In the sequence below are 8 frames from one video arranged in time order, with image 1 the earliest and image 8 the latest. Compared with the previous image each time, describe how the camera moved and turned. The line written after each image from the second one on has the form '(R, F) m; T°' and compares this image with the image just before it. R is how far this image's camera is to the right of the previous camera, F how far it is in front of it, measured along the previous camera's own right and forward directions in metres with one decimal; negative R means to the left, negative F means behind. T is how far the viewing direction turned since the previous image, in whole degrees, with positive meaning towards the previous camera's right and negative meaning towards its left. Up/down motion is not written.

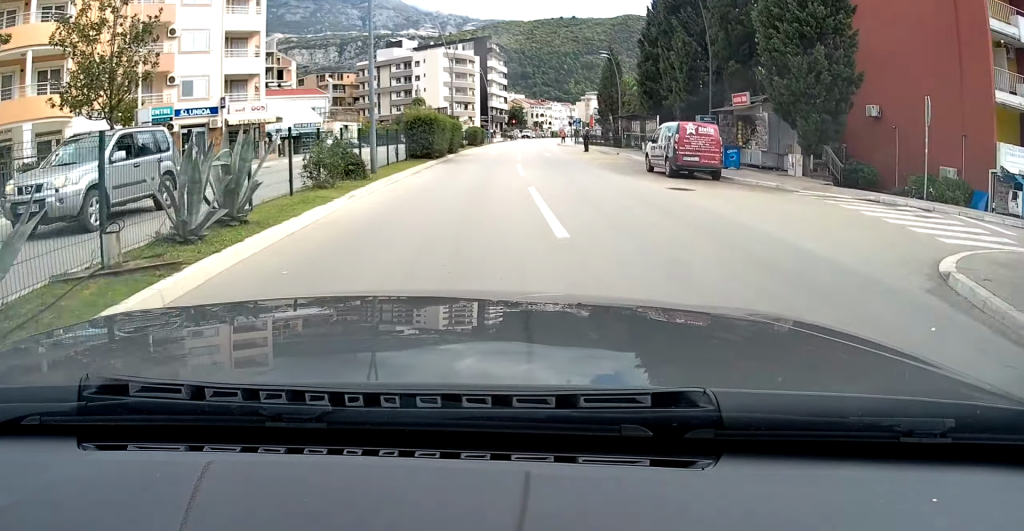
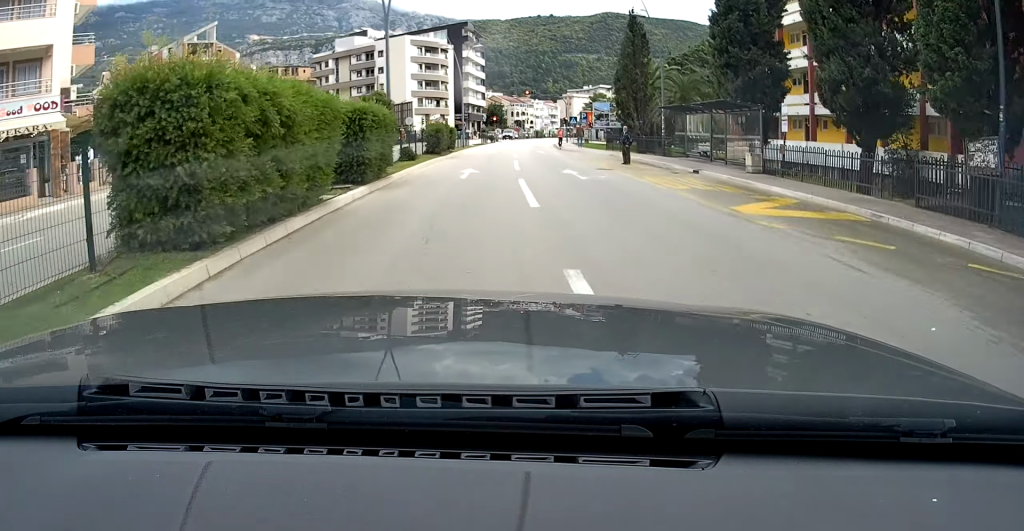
(+0.8, +19.7) m; +1°
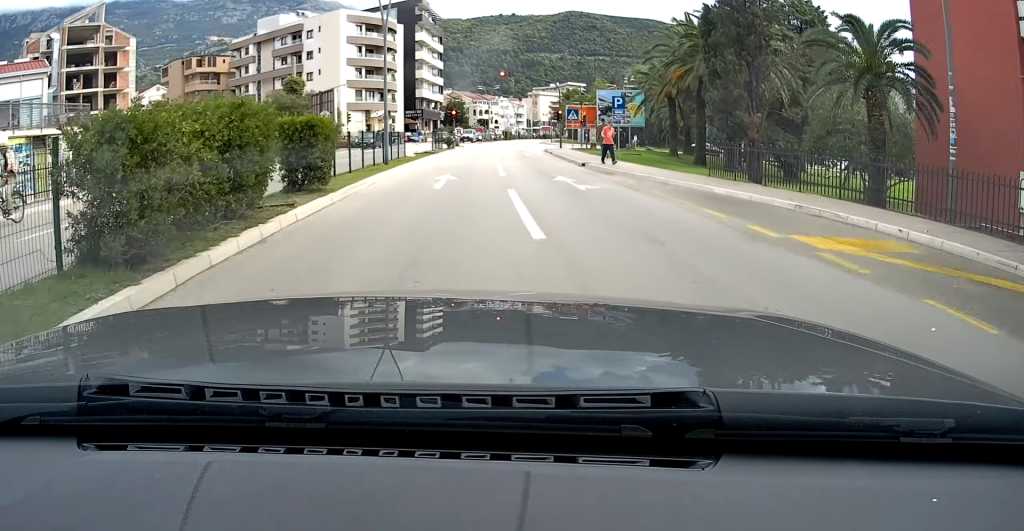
(+0.3, +25.7) m; +4°
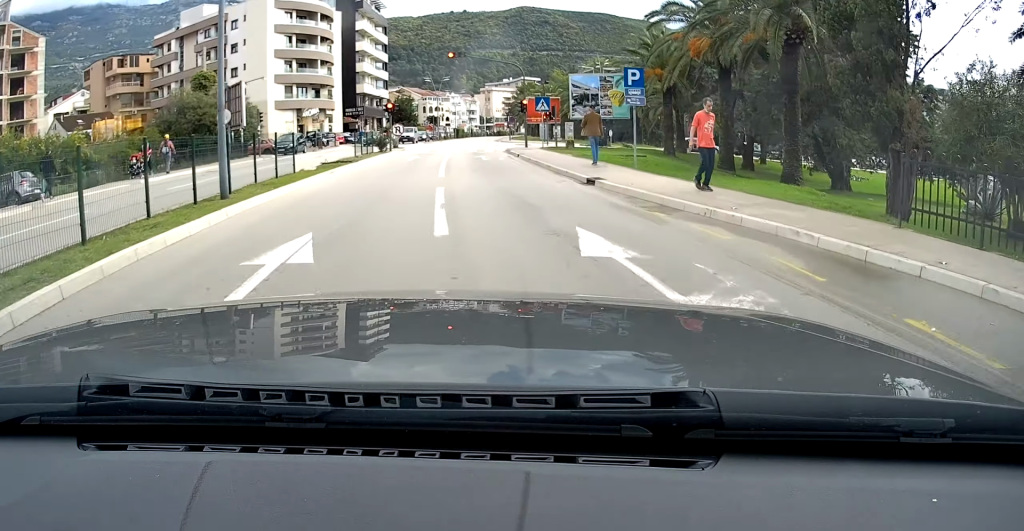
(+0.4, +11.4) m; +3°
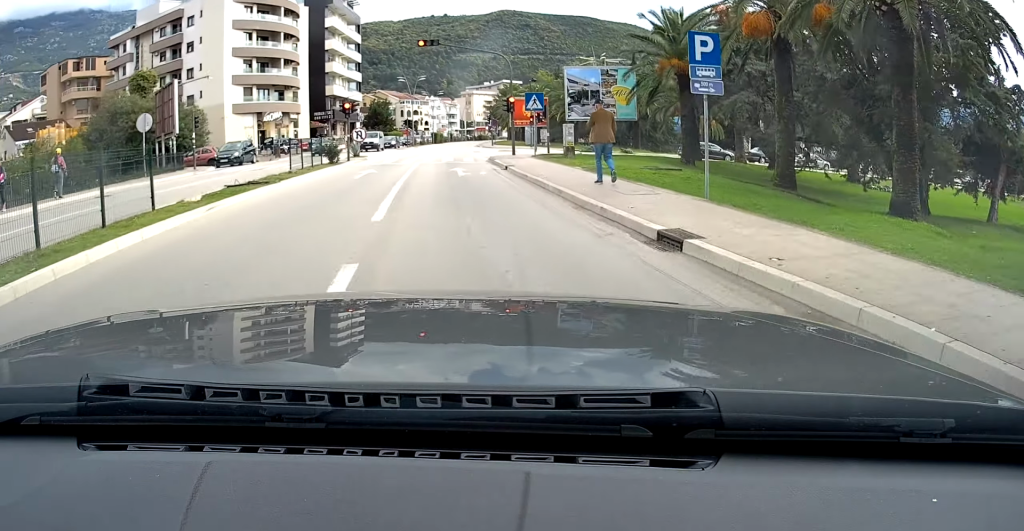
(+0.2, +6.9) m; +1°
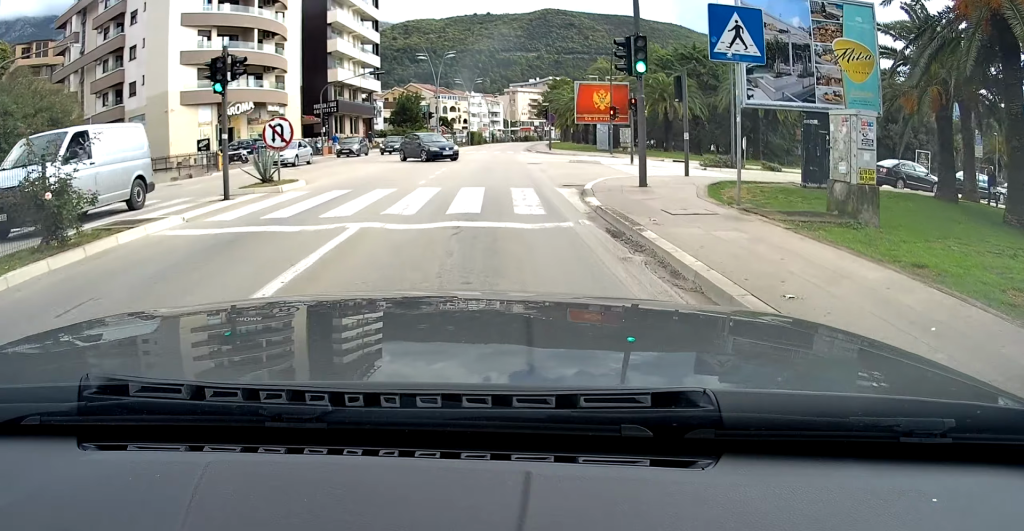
(+0.8, +25.4) m; +1°
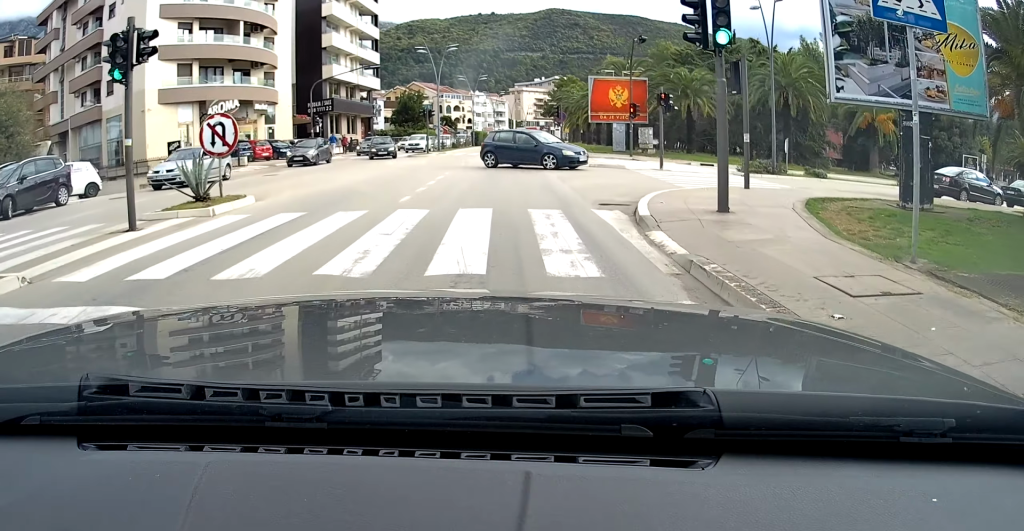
(-0.1, +5.5) m; -1°
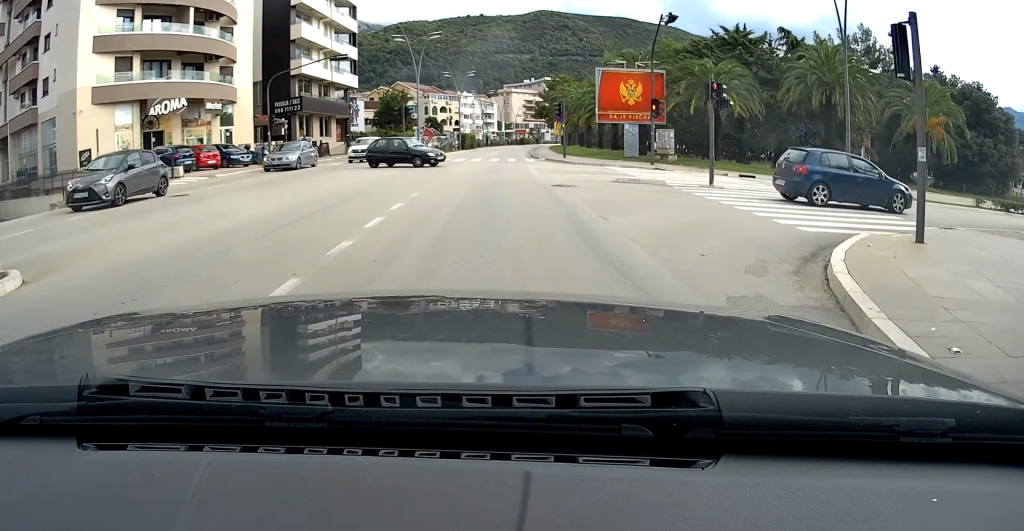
(-0.1, +8.0) m; -1°
